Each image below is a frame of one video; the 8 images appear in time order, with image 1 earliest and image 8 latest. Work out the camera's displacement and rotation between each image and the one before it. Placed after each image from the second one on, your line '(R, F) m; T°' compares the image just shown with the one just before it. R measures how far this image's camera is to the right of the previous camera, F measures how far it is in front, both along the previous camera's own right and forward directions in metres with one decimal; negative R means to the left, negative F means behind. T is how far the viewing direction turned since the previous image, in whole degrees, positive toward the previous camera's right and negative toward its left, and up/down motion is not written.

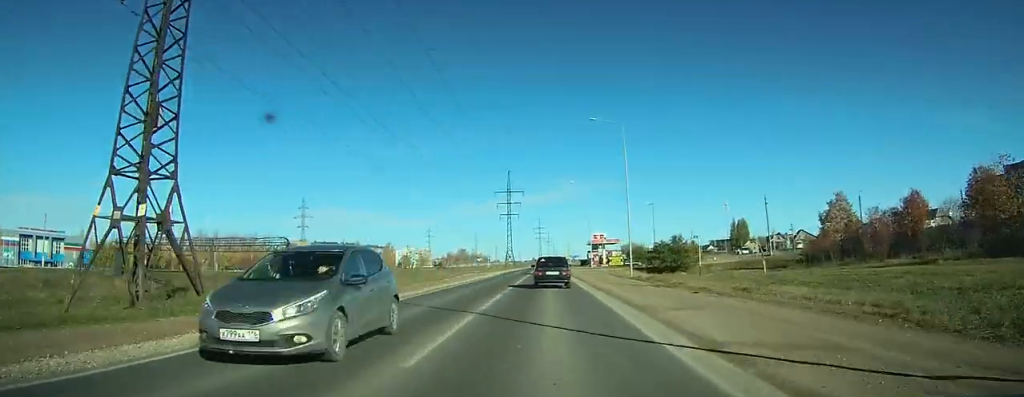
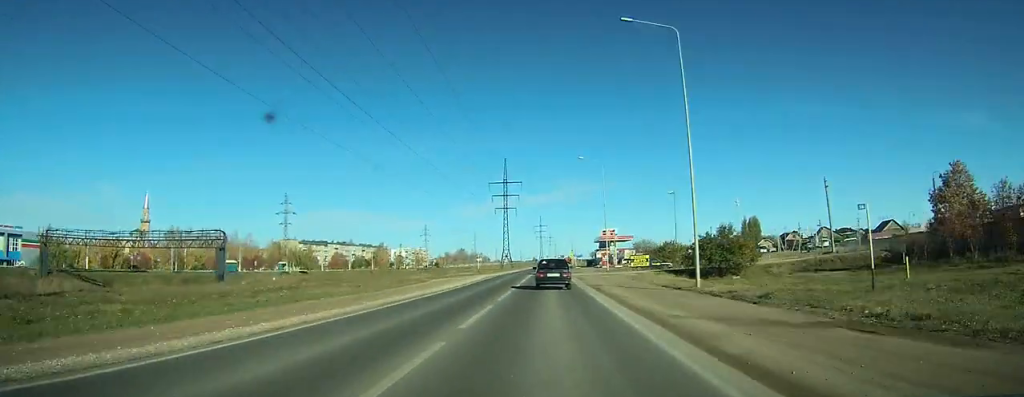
(0.0, +18.3) m; 0°
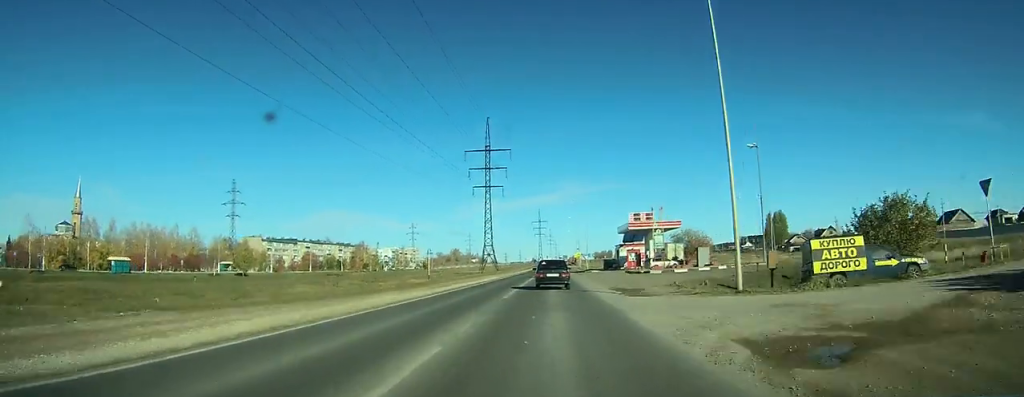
(-0.2, +43.9) m; 0°
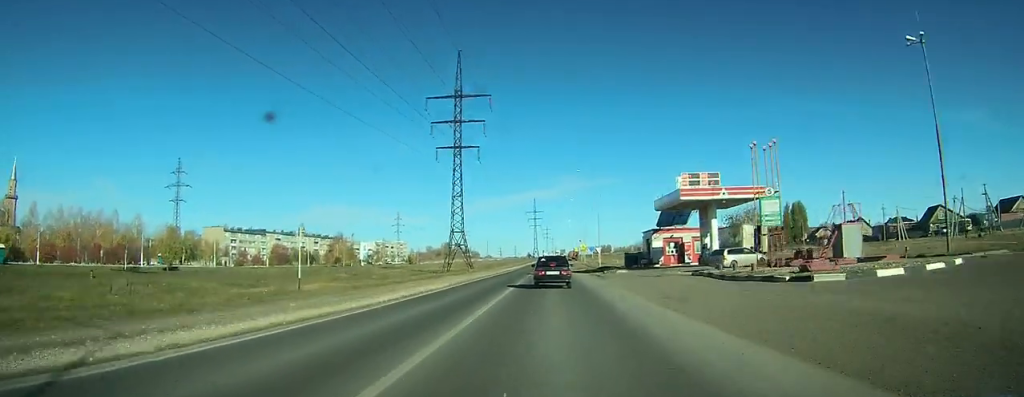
(0.0, +32.1) m; 0°
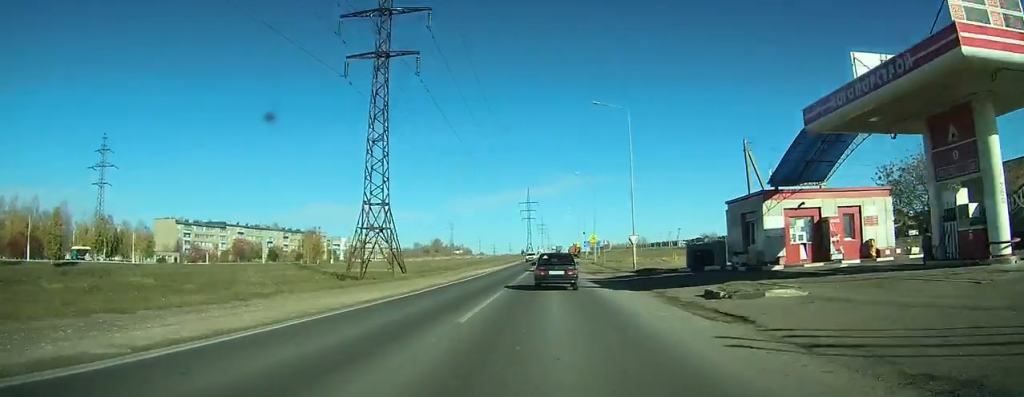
(+0.2, +32.0) m; +1°
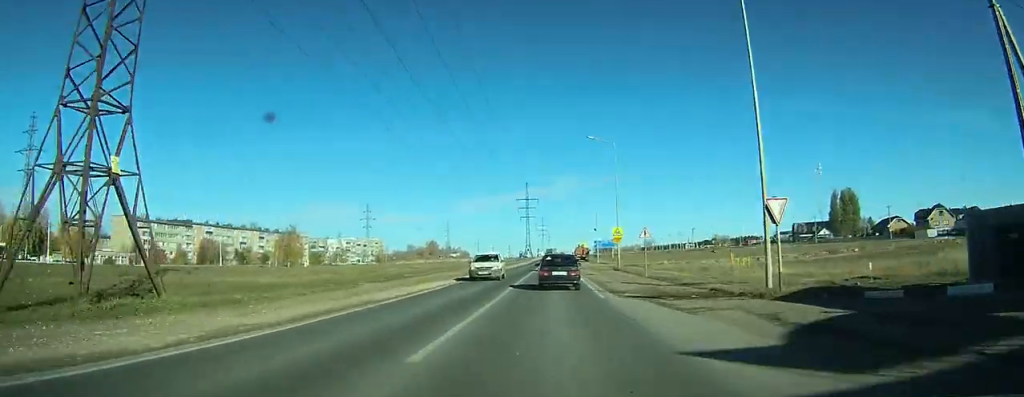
(+0.2, +26.6) m; +1°
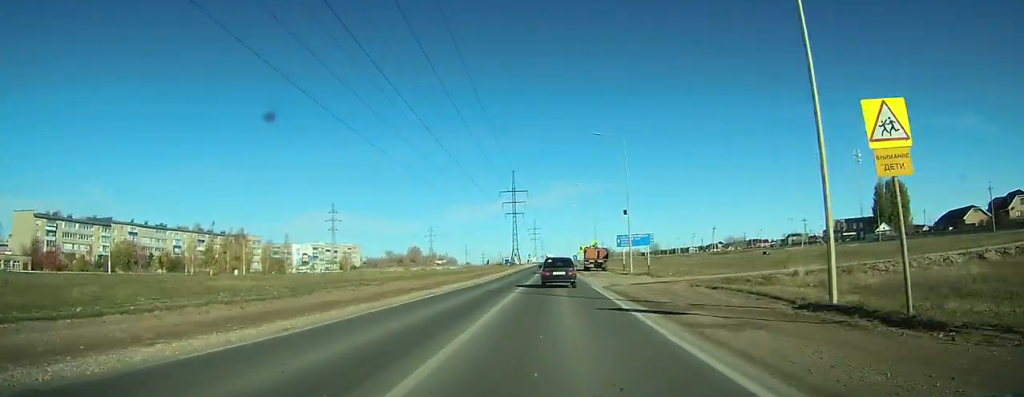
(+0.5, +44.1) m; +1°
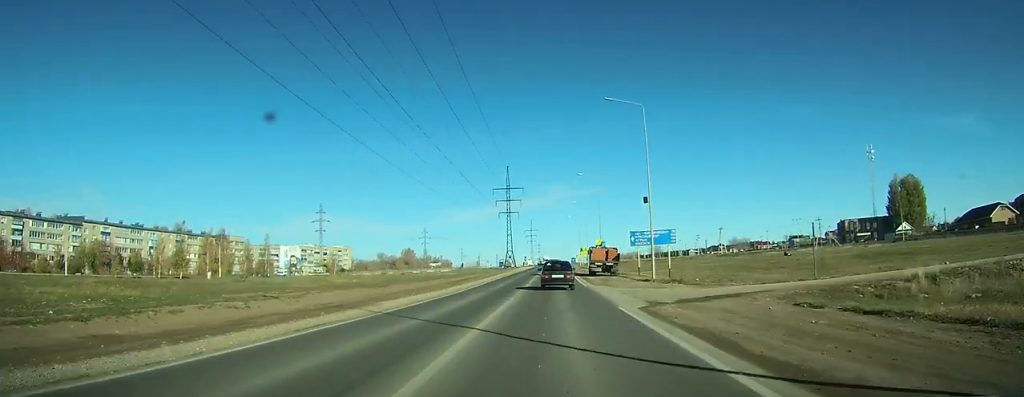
(+0.1, +12.2) m; 0°
